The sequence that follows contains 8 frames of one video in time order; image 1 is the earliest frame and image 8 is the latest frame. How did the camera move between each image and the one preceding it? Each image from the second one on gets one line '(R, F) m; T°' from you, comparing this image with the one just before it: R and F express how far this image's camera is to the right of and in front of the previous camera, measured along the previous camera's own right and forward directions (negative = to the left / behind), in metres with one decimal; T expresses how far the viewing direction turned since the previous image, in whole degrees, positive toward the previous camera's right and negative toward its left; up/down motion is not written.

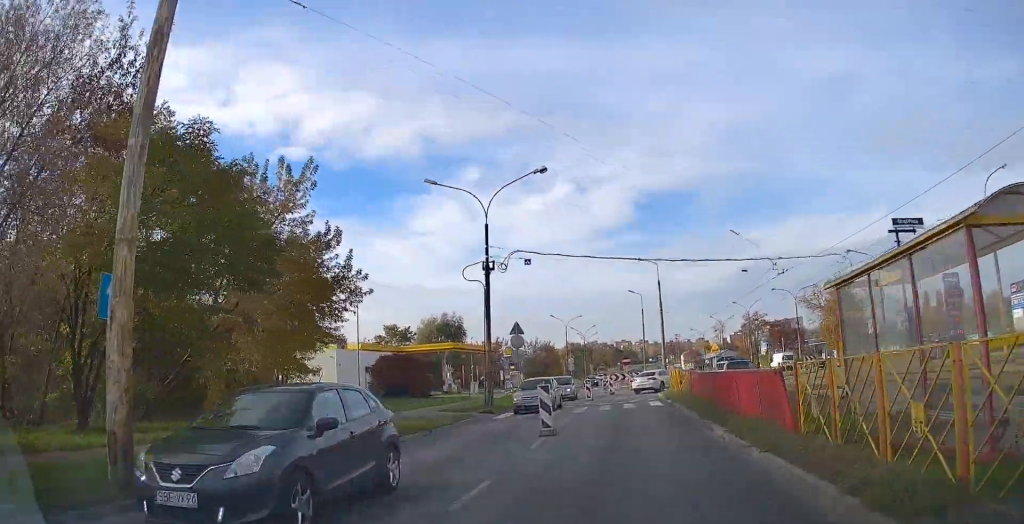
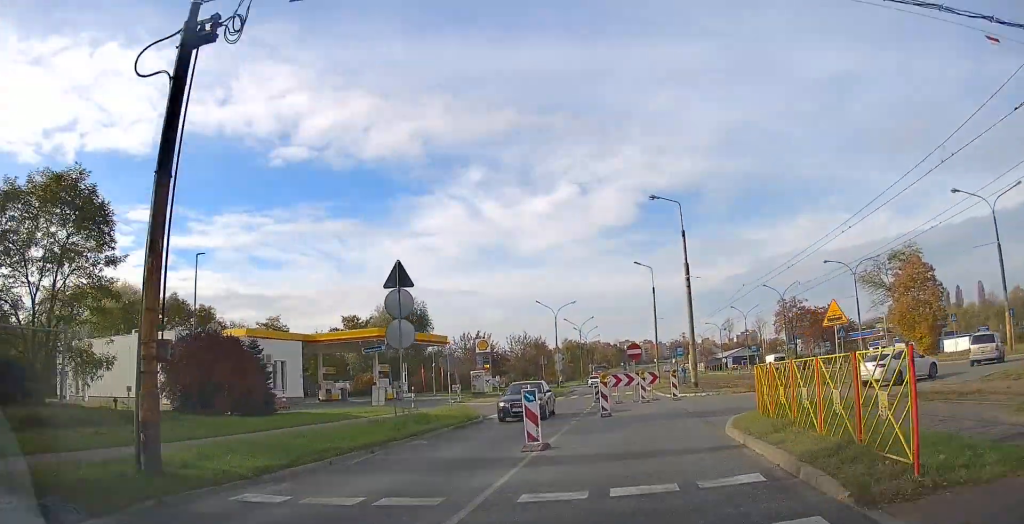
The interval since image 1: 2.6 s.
(+0.1, +24.8) m; -1°
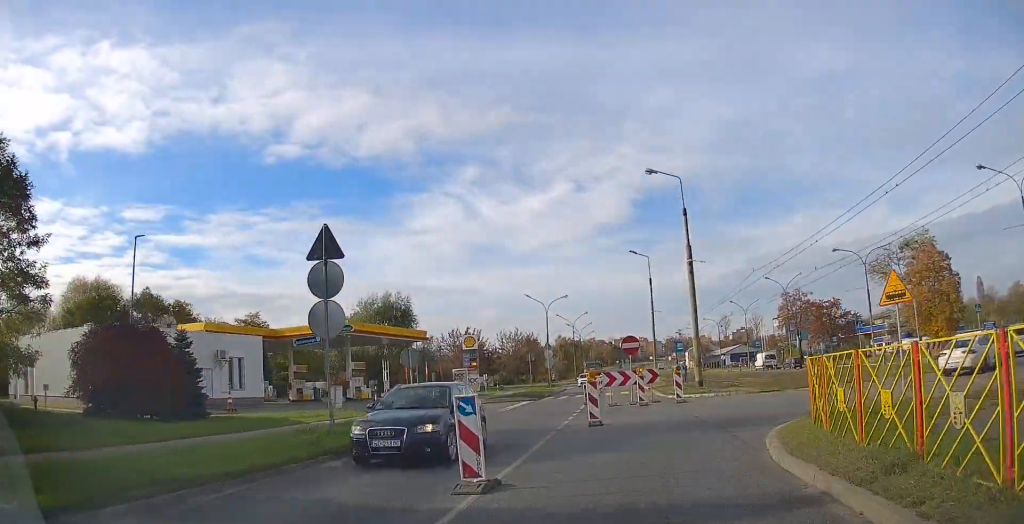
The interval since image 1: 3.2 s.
(-0.1, +4.9) m; 0°
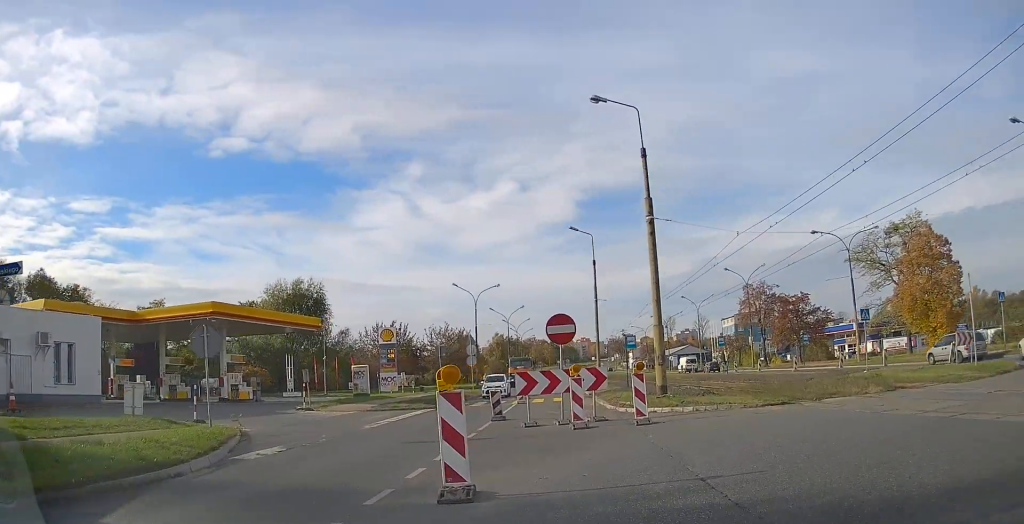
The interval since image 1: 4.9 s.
(+0.2, +11.7) m; +5°
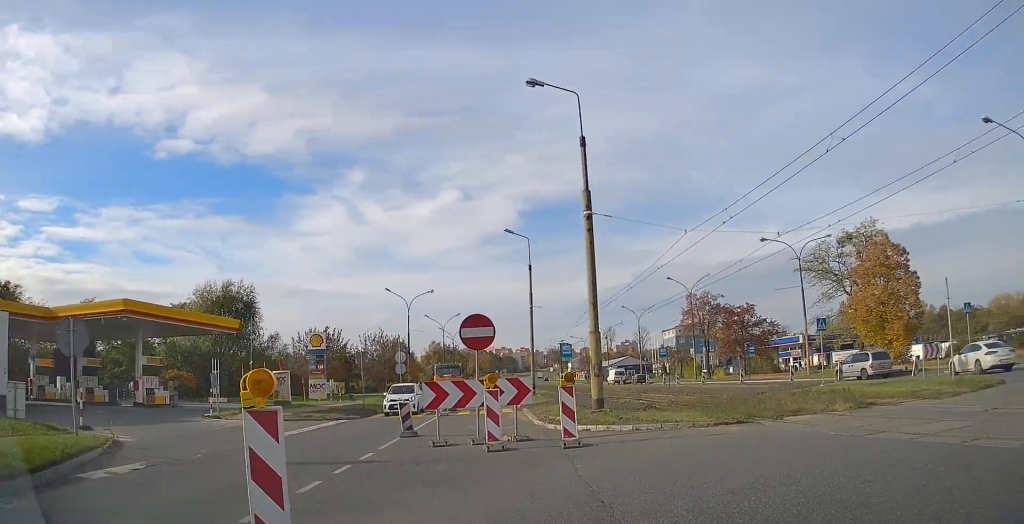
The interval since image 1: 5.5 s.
(0.0, +3.1) m; +7°
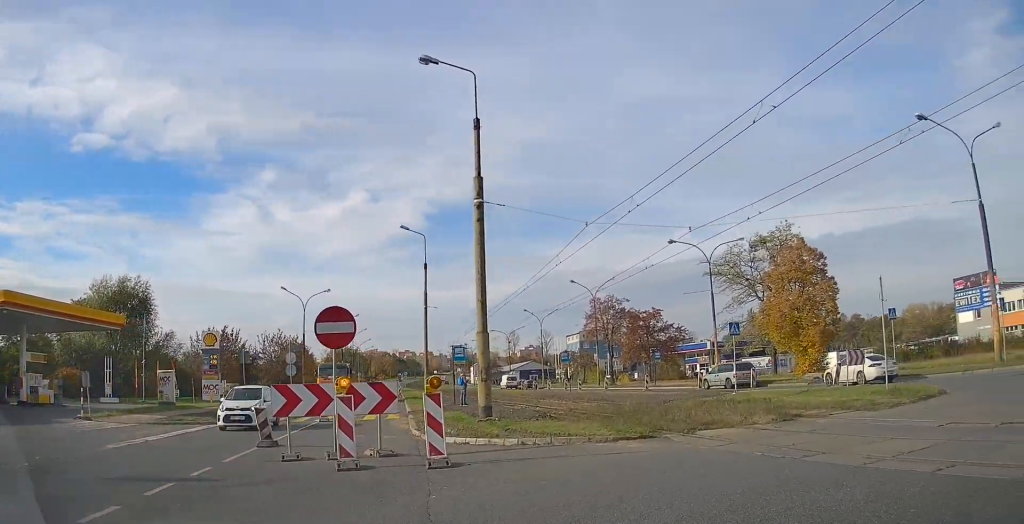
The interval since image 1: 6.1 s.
(+0.2, +2.4) m; +9°
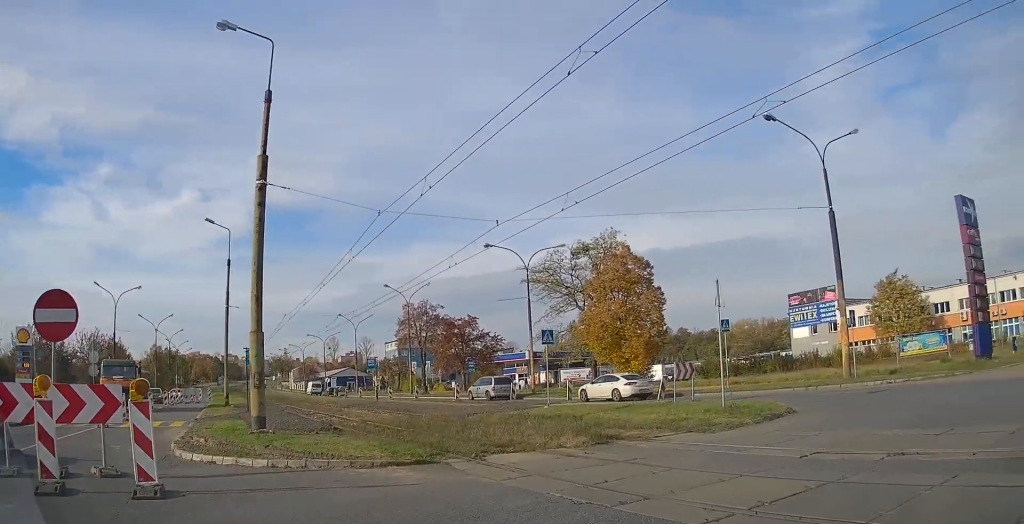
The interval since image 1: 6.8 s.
(+0.3, +2.7) m; +14°
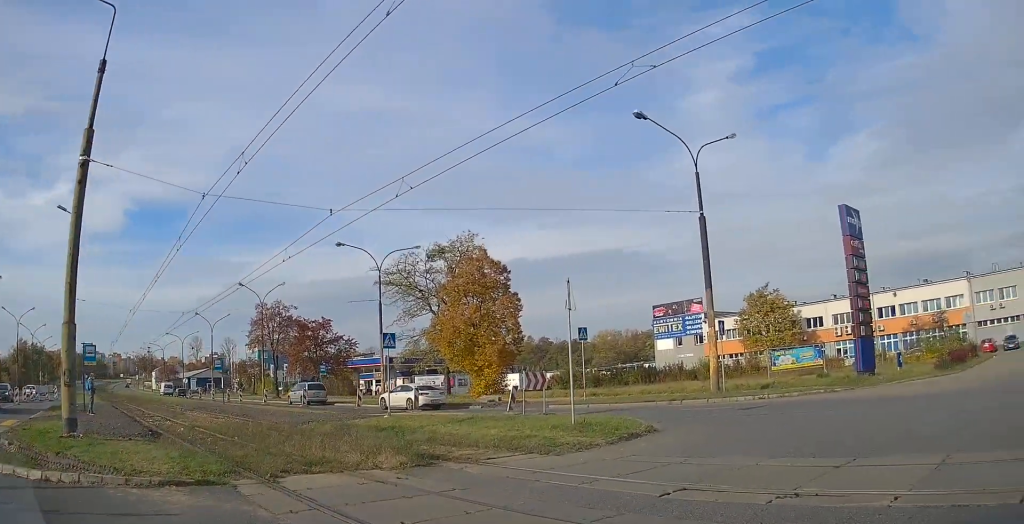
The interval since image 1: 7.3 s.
(+0.3, +1.9) m; +11°
